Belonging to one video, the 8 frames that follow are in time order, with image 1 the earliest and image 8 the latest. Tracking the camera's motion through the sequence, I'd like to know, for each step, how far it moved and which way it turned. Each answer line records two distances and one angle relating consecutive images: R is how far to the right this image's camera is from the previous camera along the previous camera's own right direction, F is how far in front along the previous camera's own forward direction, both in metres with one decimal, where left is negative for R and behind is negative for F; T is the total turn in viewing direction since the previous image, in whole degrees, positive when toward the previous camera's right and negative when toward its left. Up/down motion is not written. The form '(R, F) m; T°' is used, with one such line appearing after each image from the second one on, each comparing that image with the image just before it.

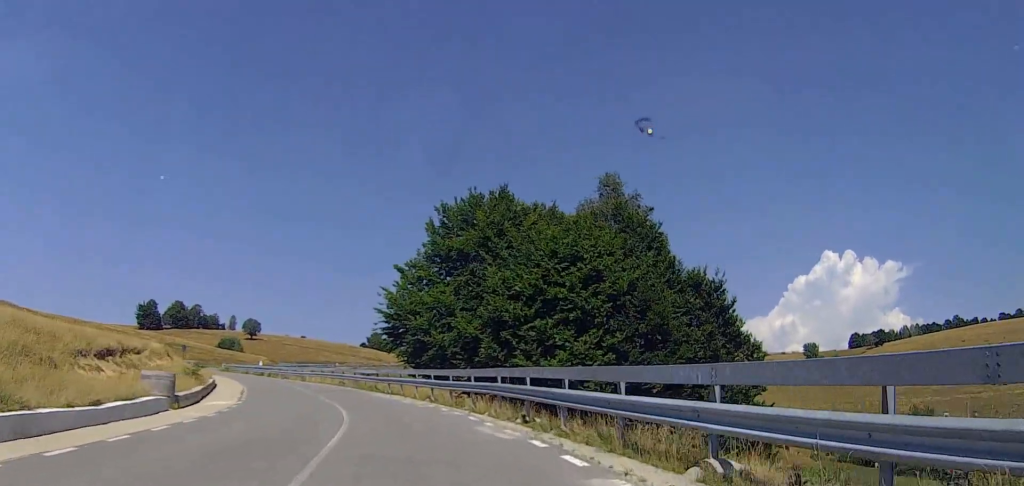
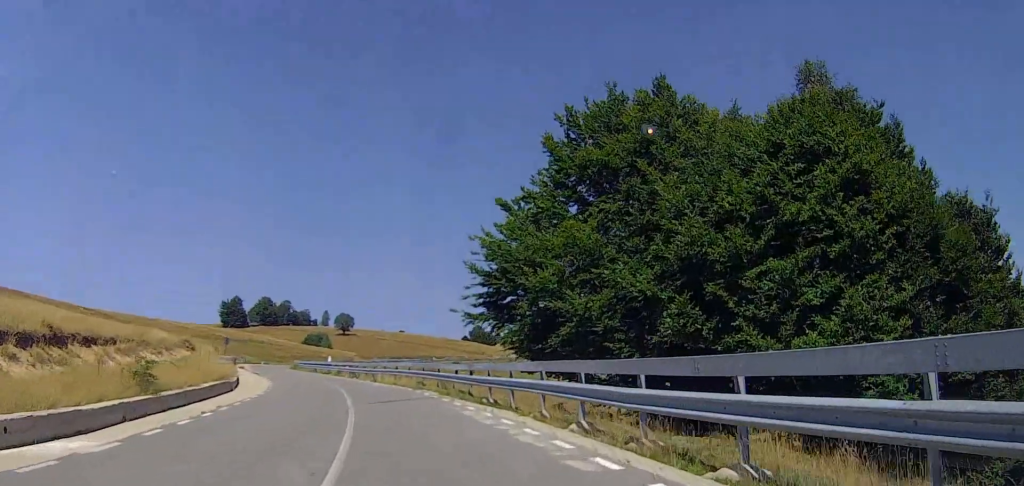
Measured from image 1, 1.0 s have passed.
(-1.3, +14.6) m; -11°
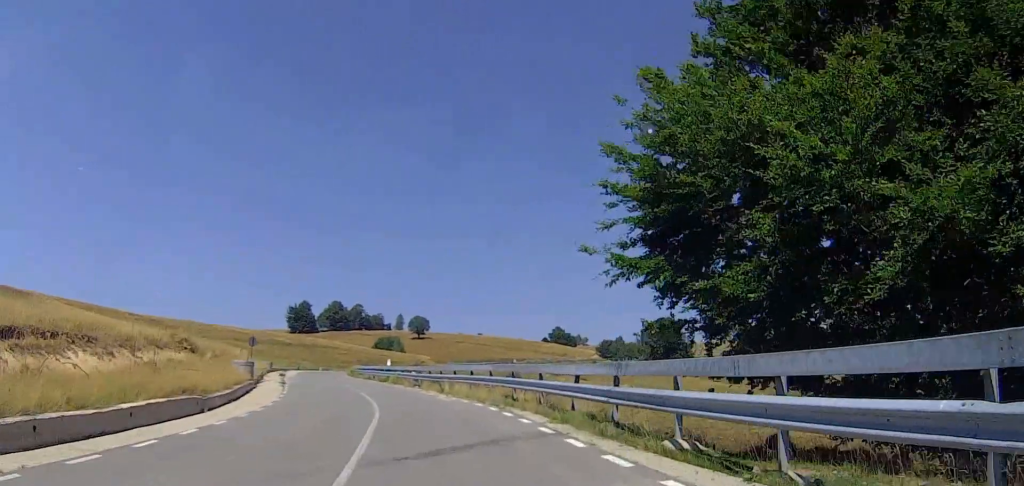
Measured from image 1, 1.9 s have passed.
(-1.0, +12.5) m; -6°
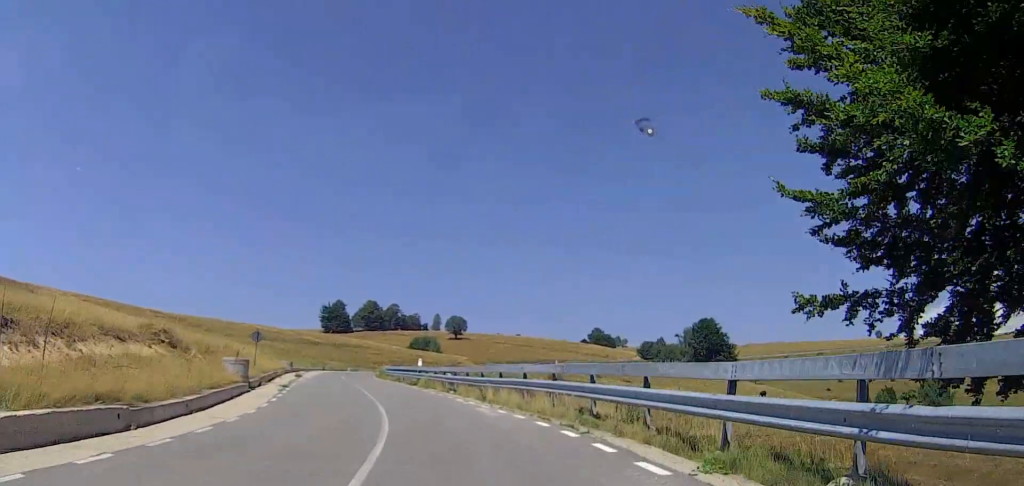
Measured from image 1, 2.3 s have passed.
(-0.2, +6.7) m; -2°
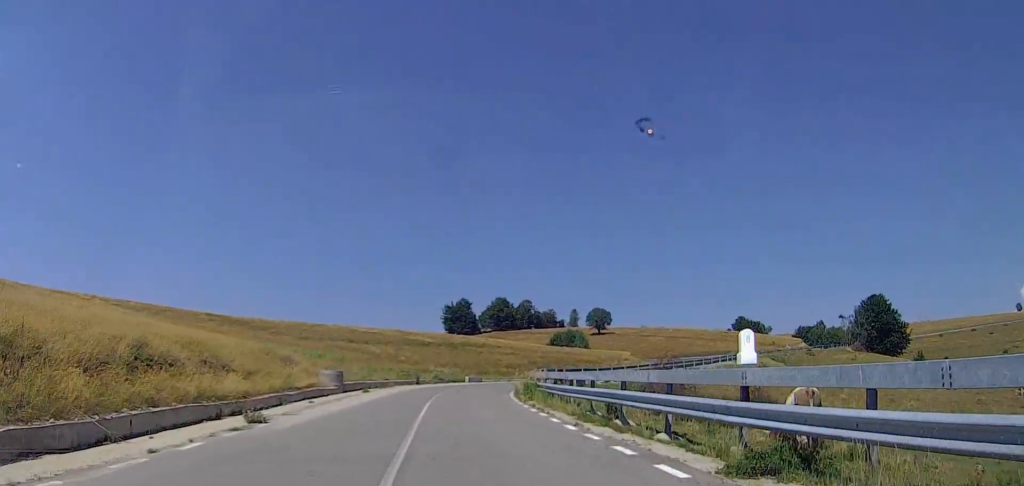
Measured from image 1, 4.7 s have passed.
(-3.3, +34.5) m; -10°
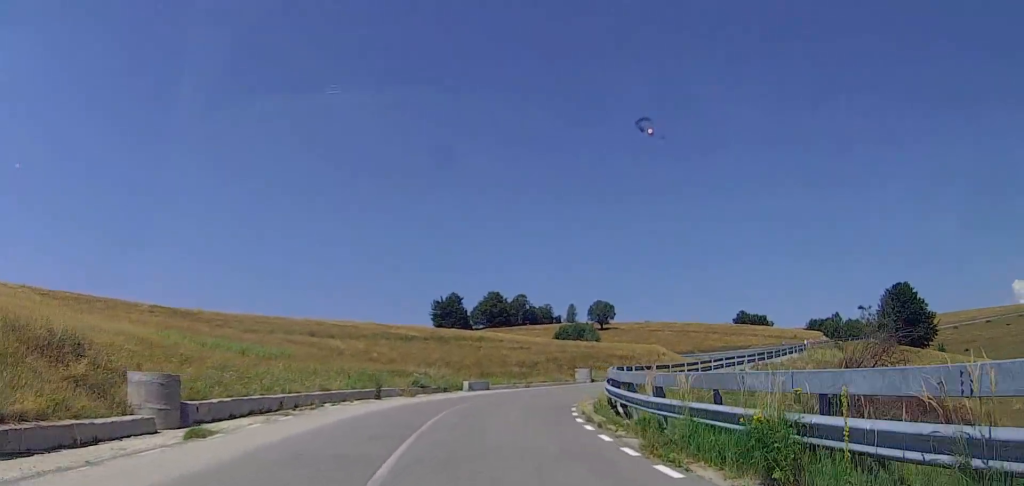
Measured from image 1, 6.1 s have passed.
(-0.5, +20.8) m; 0°
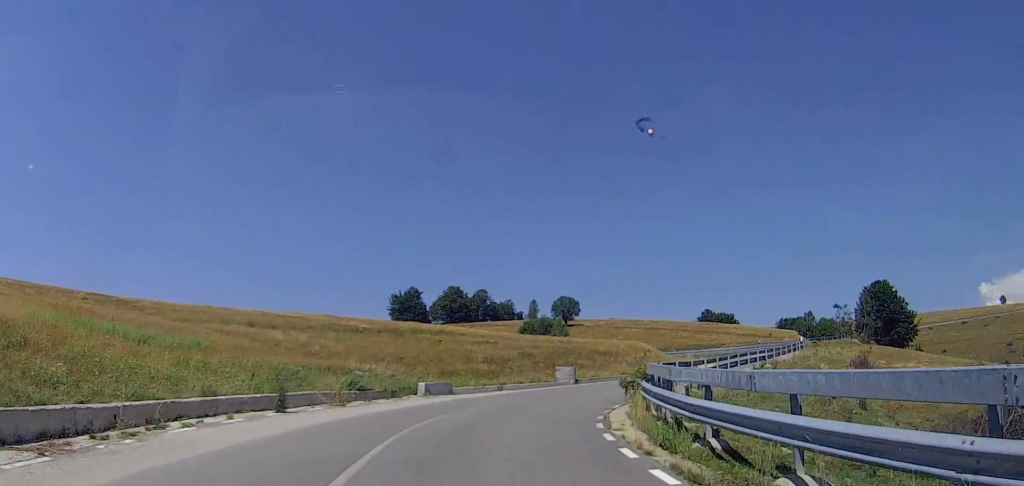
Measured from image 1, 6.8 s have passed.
(+0.4, +8.8) m; +4°
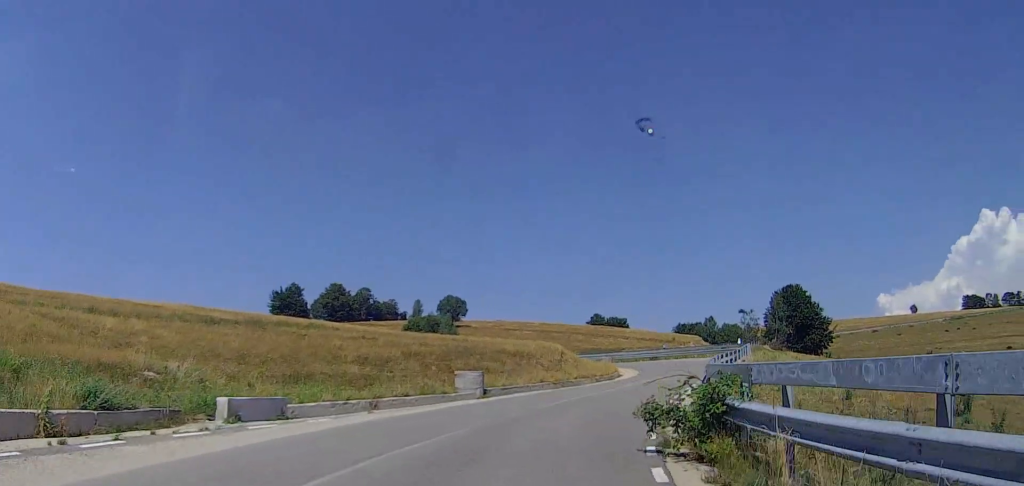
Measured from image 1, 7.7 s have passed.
(+0.7, +12.1) m; +9°
